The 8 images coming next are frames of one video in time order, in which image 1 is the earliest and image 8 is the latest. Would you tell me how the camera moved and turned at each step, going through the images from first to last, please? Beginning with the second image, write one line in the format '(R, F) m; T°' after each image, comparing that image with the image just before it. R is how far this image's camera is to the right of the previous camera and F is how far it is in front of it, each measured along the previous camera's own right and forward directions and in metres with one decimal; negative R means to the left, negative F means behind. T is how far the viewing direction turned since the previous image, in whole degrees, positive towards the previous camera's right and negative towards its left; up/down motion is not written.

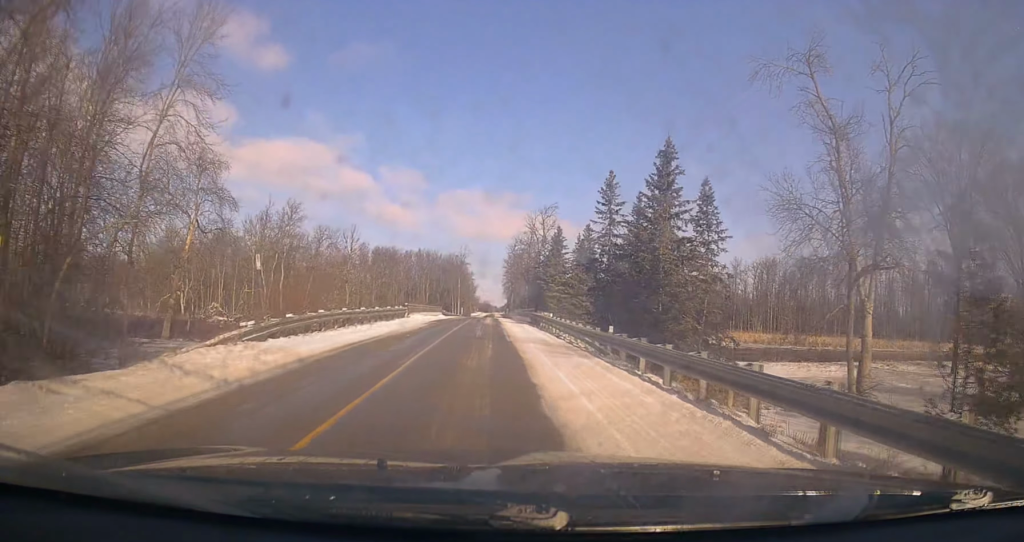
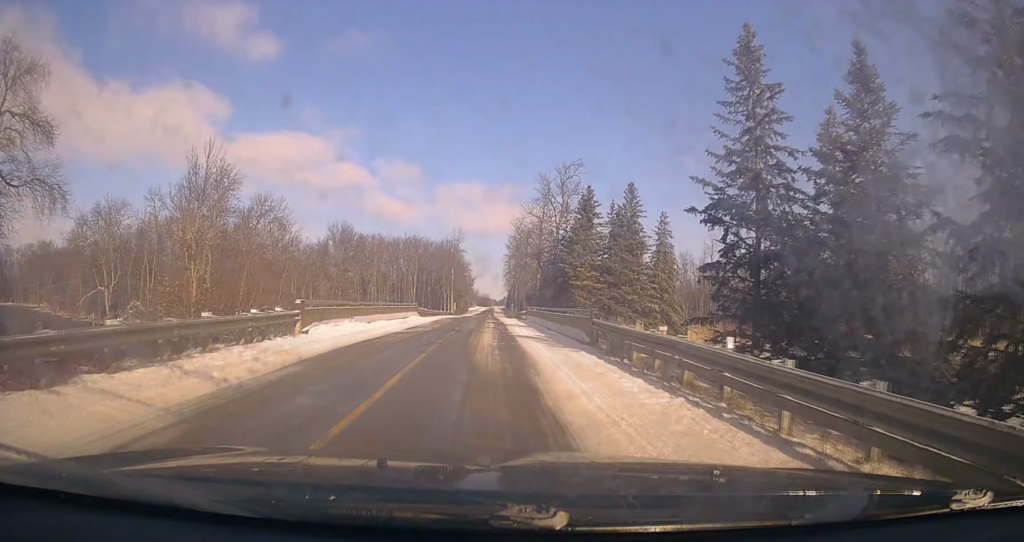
(+0.5, +25.8) m; +3°
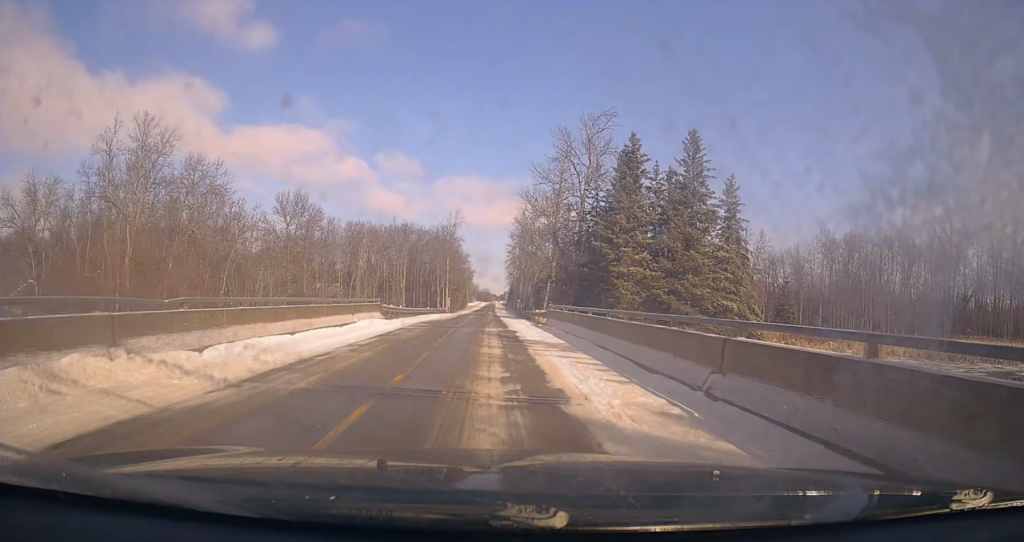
(+0.5, +17.4) m; 0°
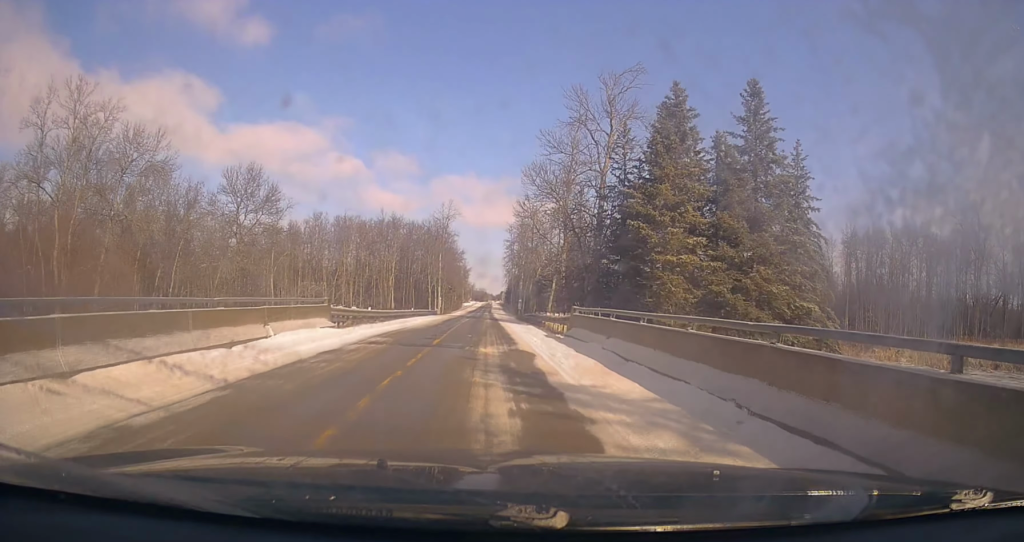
(-0.3, +10.4) m; -1°
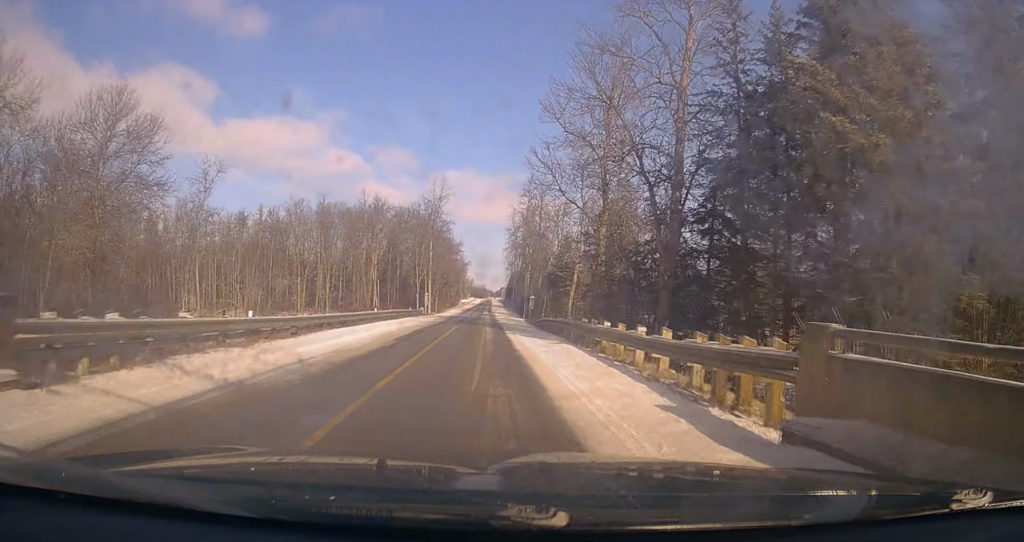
(-0.3, +17.0) m; -1°
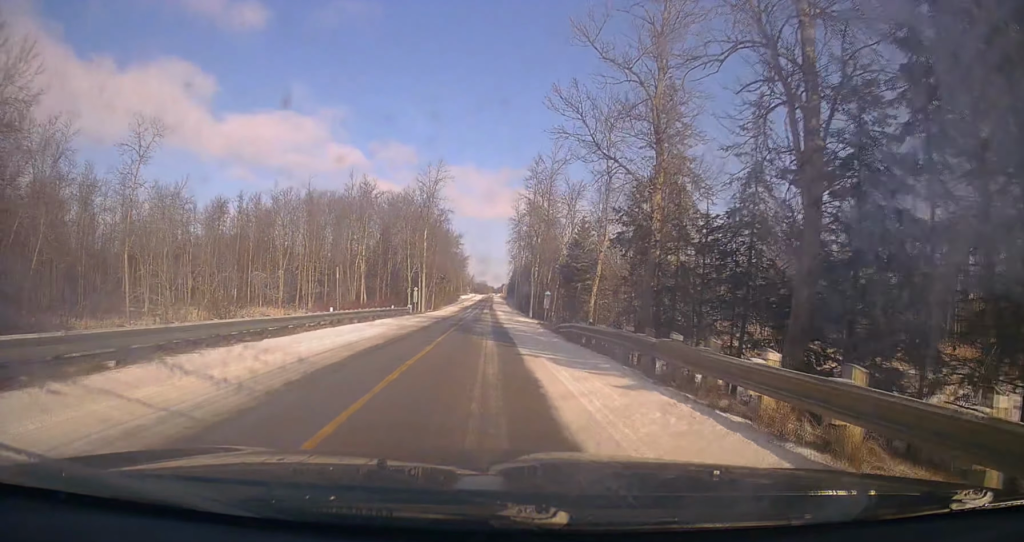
(0.0, +10.4) m; 0°
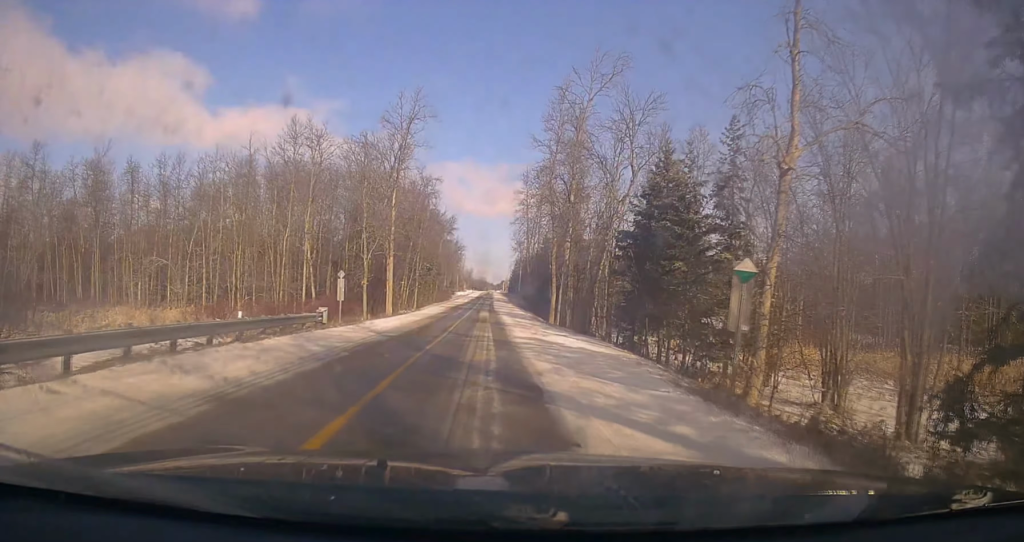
(+0.5, +26.1) m; +1°
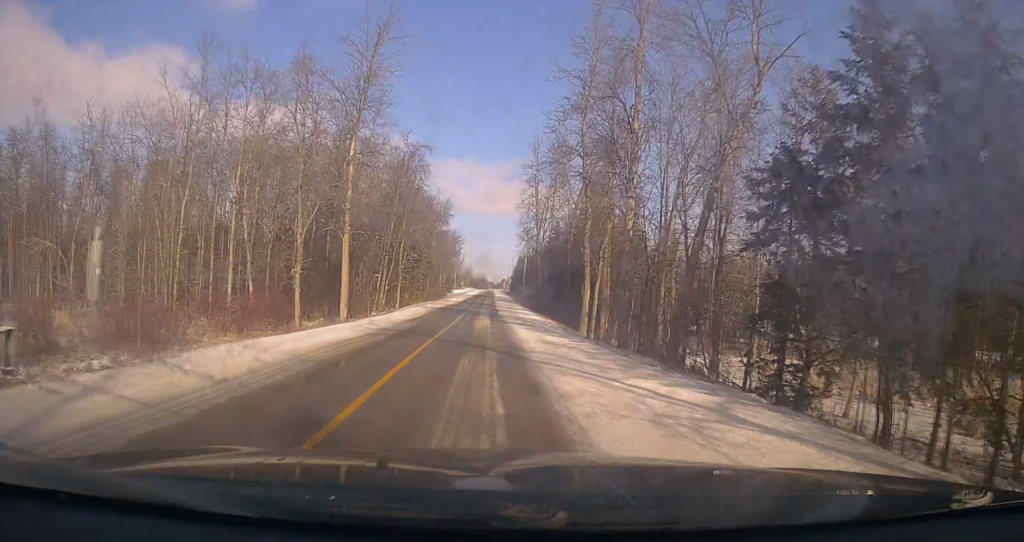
(-0.2, +17.0) m; -1°
